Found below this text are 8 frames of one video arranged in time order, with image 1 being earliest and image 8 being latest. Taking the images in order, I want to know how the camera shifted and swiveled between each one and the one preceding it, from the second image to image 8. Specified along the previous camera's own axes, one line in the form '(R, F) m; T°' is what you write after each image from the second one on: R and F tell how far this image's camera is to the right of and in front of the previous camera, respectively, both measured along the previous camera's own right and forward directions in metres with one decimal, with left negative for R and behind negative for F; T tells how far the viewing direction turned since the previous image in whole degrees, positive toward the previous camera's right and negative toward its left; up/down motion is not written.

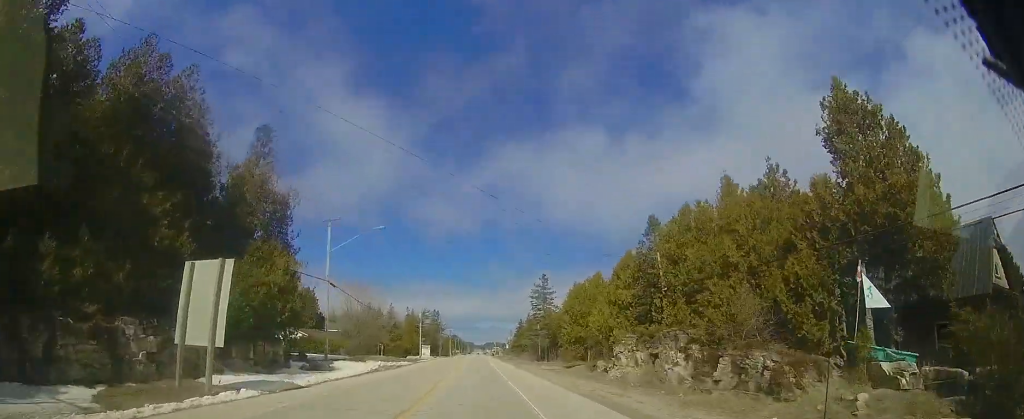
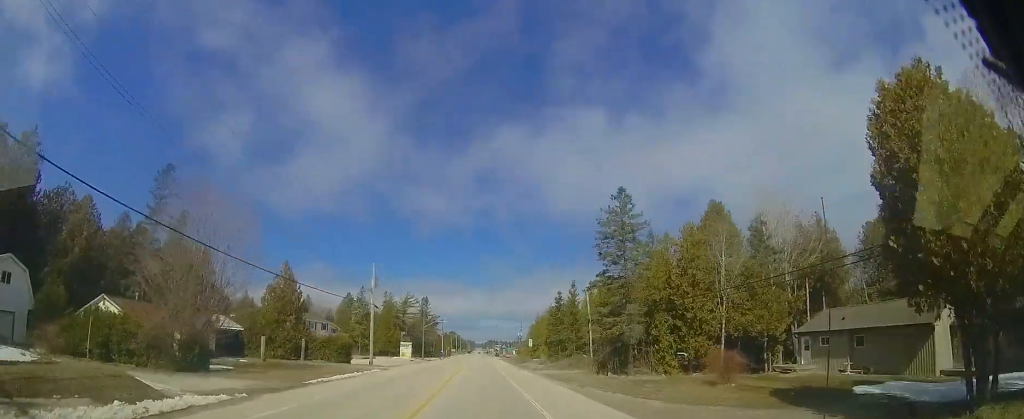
(+0.1, +31.7) m; 0°
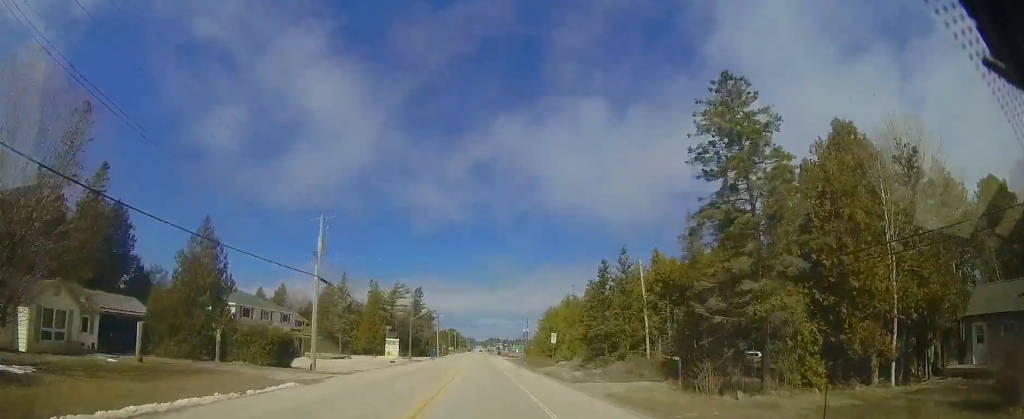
(0.0, +13.1) m; 0°
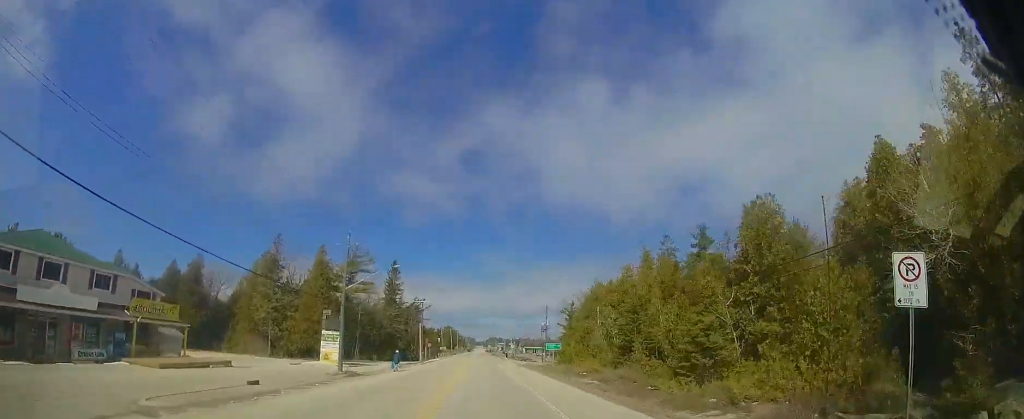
(-0.2, +27.3) m; -1°
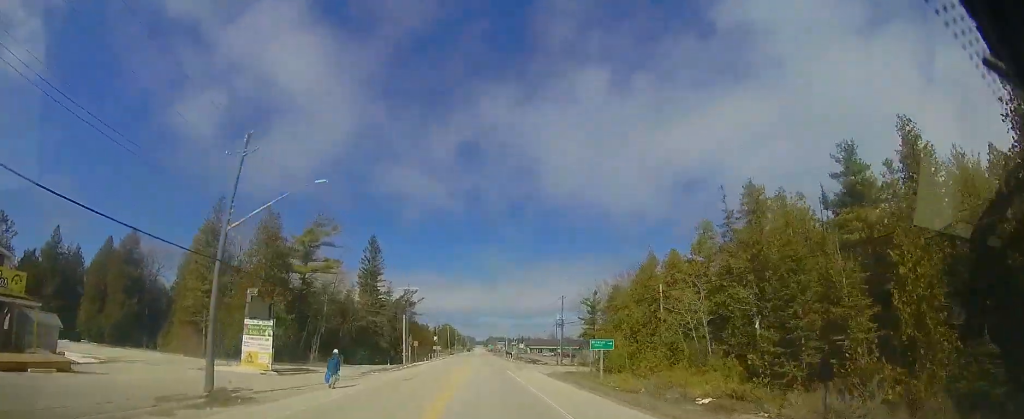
(0.0, +13.7) m; 0°
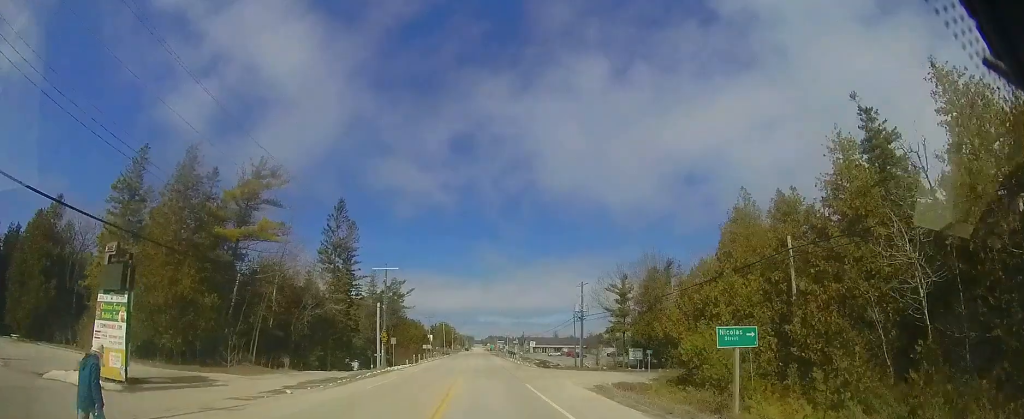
(0.0, +12.0) m; 0°
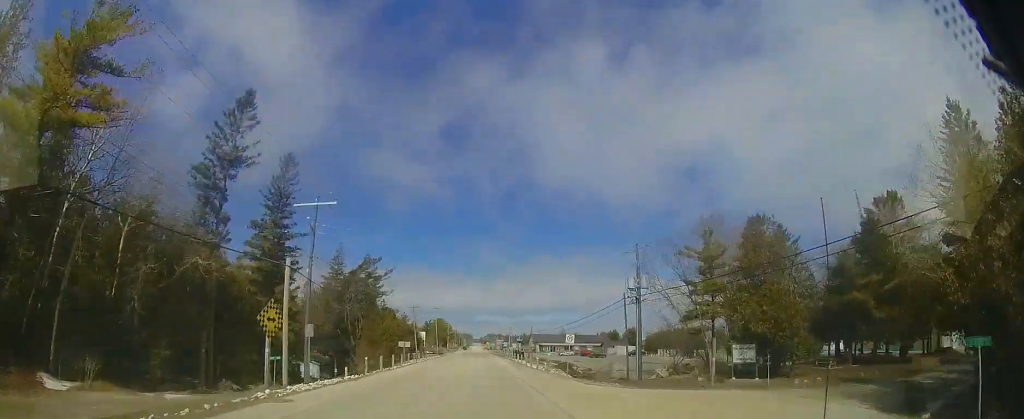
(0.0, +17.4) m; 0°
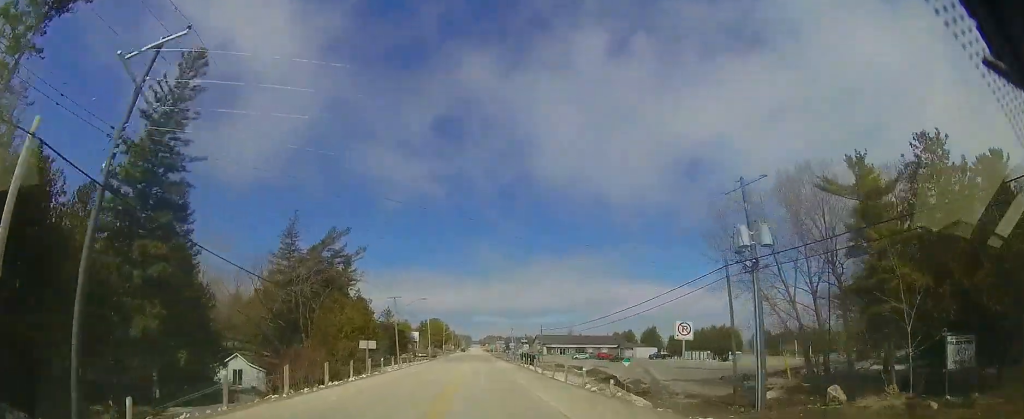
(0.0, +13.8) m; 0°
